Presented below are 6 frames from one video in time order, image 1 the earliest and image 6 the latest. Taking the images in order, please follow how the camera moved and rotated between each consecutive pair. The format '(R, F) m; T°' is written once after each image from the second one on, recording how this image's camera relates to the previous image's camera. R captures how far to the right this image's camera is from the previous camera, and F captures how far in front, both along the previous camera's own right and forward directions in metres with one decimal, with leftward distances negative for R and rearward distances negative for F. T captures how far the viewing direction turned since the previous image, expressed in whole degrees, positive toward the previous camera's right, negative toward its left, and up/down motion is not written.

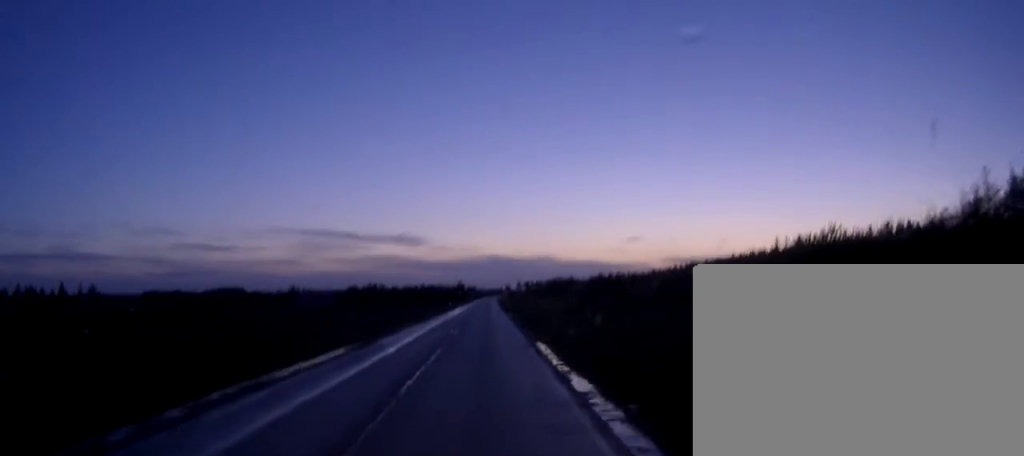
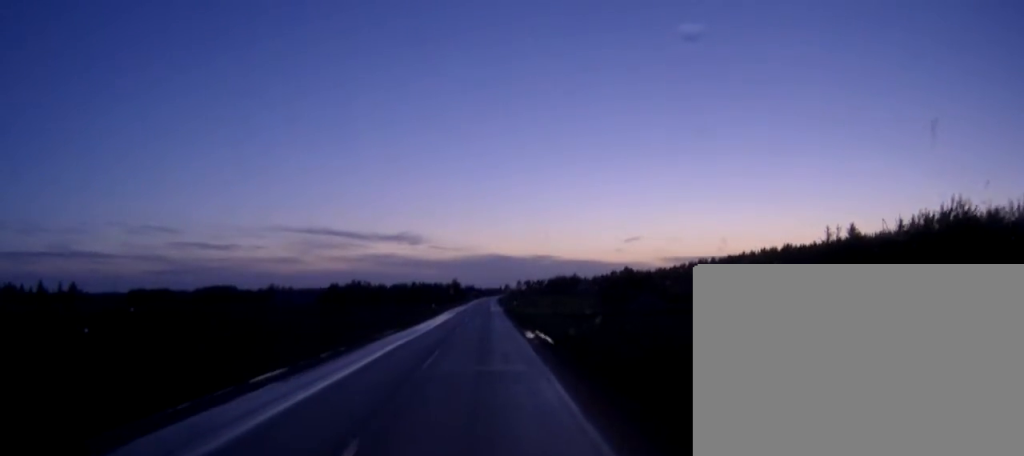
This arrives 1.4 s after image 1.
(+0.1, +29.0) m; 0°
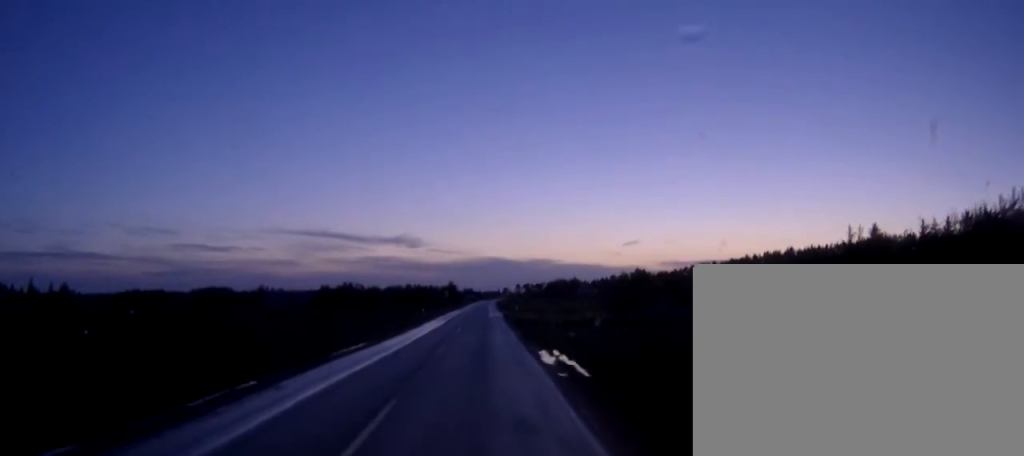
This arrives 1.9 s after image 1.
(0.0, +10.5) m; 0°
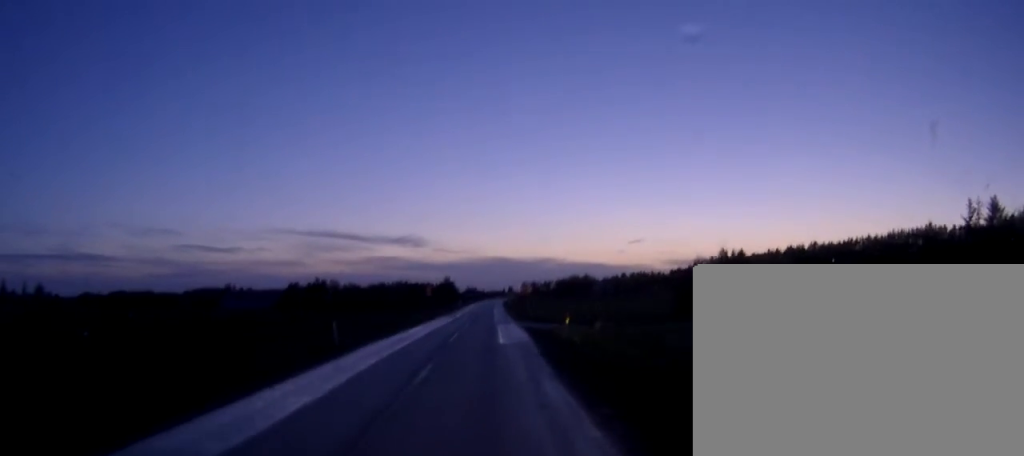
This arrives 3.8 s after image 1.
(-0.1, +40.2) m; 0°
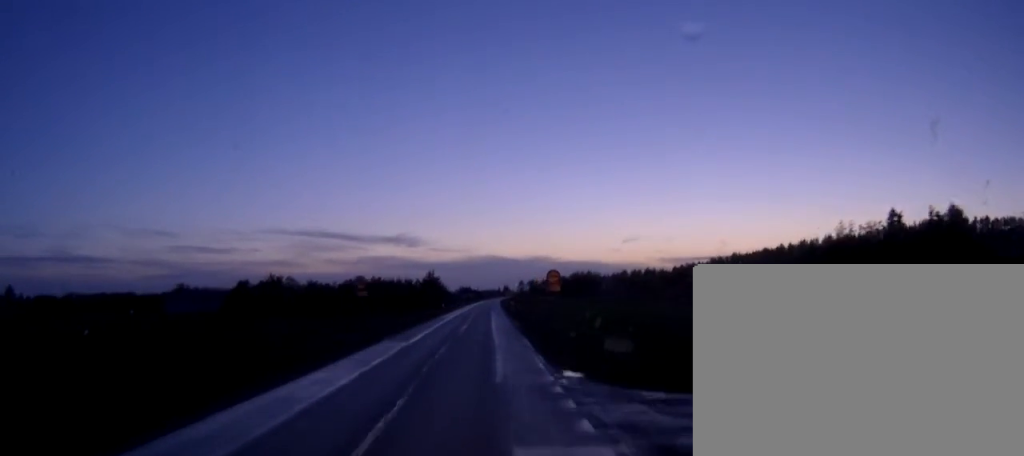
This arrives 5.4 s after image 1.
(+0.2, +34.2) m; 0°
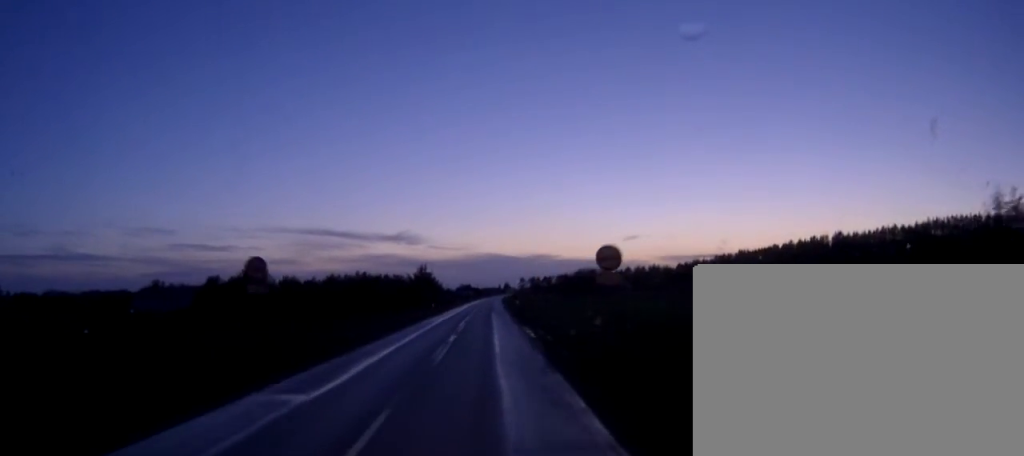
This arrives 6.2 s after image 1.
(-0.1, +16.4) m; 0°
